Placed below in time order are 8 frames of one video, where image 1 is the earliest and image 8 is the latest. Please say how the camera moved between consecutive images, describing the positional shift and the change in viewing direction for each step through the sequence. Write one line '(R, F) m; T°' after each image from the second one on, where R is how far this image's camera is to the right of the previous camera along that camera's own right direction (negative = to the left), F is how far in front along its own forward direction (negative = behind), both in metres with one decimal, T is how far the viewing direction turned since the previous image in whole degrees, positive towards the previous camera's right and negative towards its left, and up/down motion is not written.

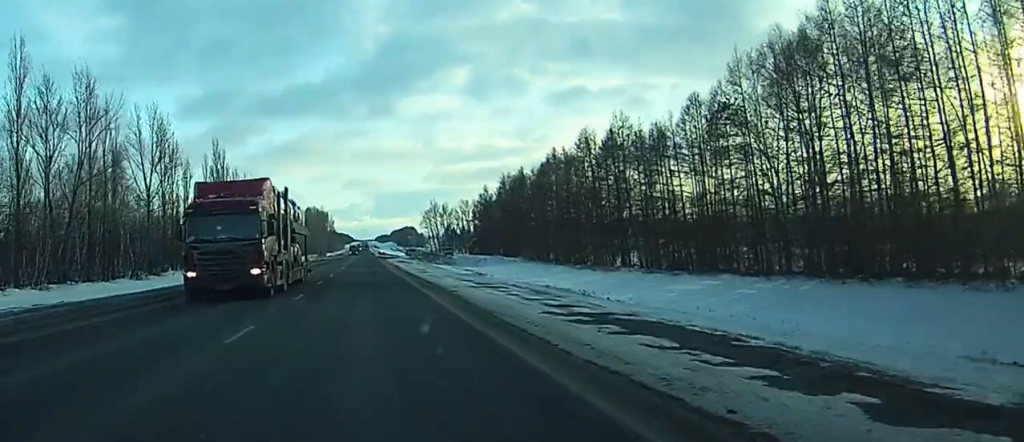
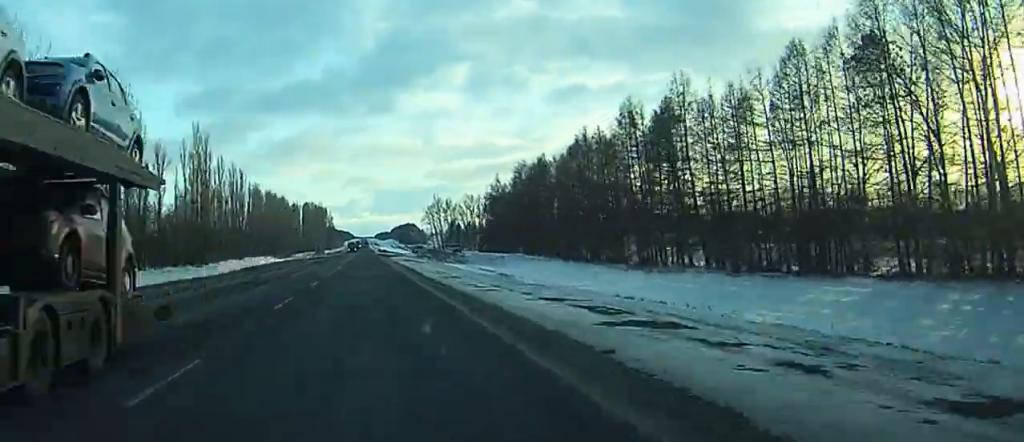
(+0.1, +16.6) m; 0°
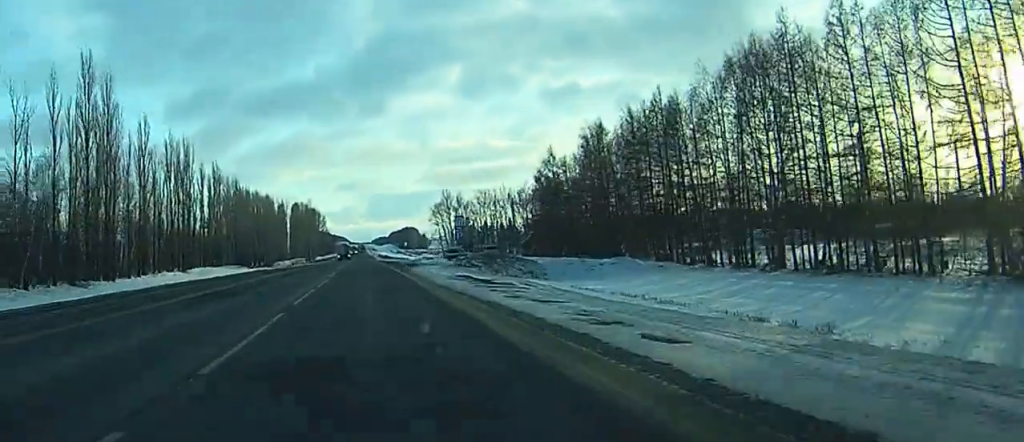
(+0.6, +51.4) m; +2°
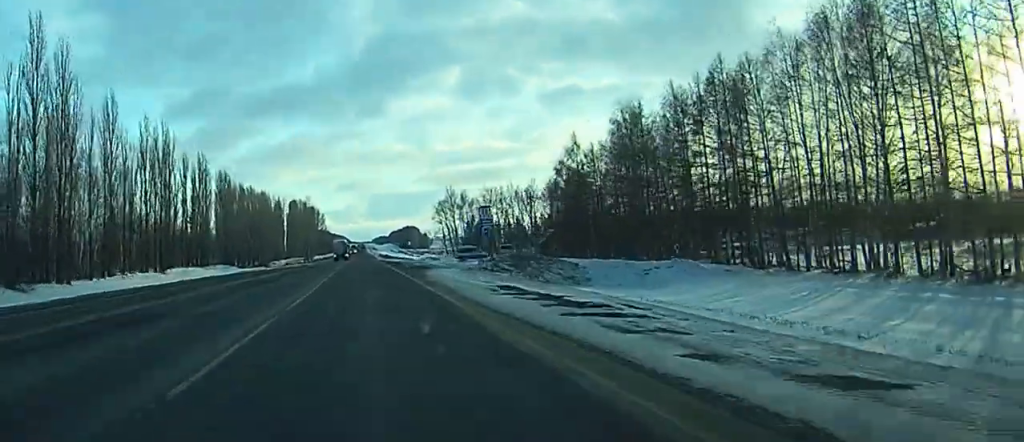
(-0.1, +13.6) m; 0°
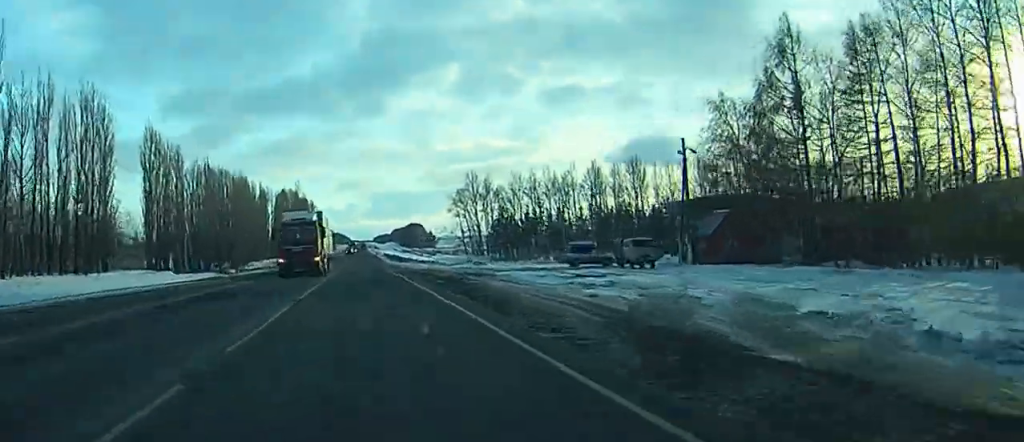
(-0.5, +56.7) m; -1°
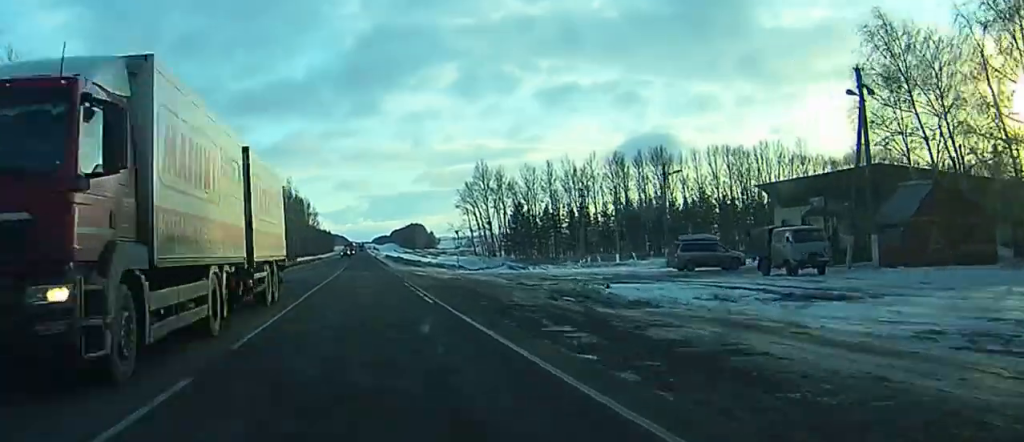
(0.0, +23.6) m; 0°
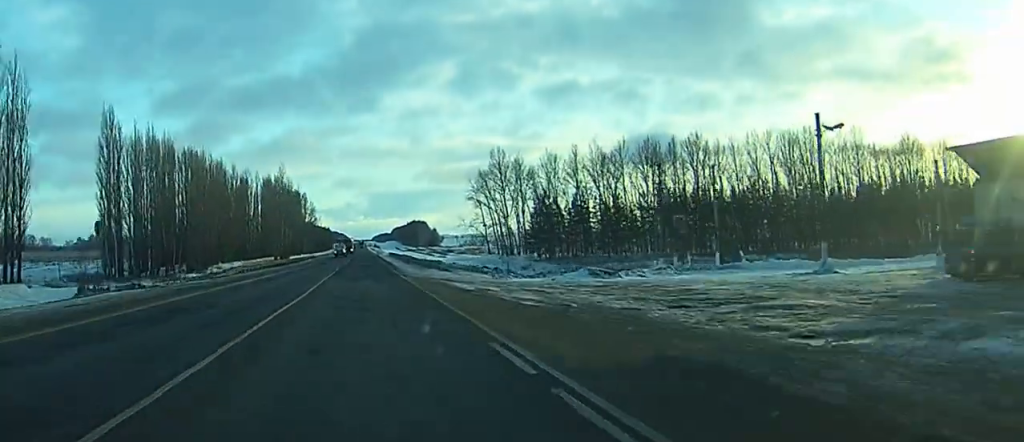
(0.0, +25.5) m; 0°
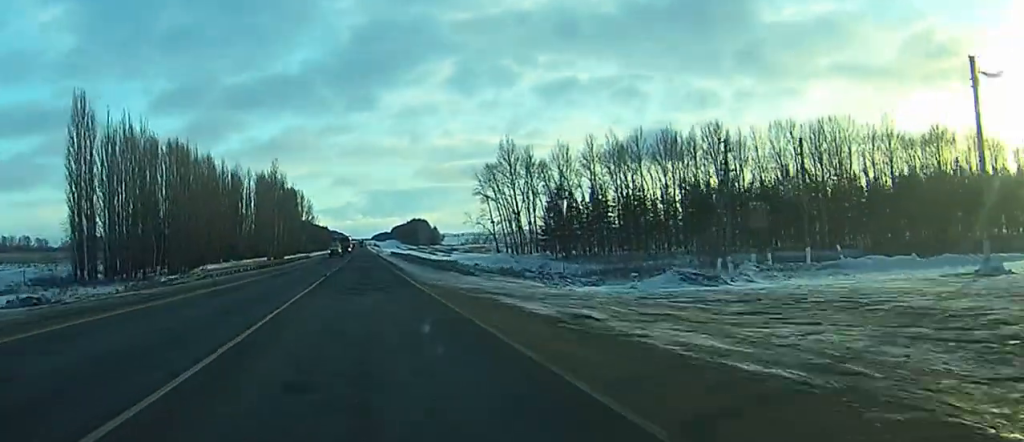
(0.0, +13.8) m; 0°
